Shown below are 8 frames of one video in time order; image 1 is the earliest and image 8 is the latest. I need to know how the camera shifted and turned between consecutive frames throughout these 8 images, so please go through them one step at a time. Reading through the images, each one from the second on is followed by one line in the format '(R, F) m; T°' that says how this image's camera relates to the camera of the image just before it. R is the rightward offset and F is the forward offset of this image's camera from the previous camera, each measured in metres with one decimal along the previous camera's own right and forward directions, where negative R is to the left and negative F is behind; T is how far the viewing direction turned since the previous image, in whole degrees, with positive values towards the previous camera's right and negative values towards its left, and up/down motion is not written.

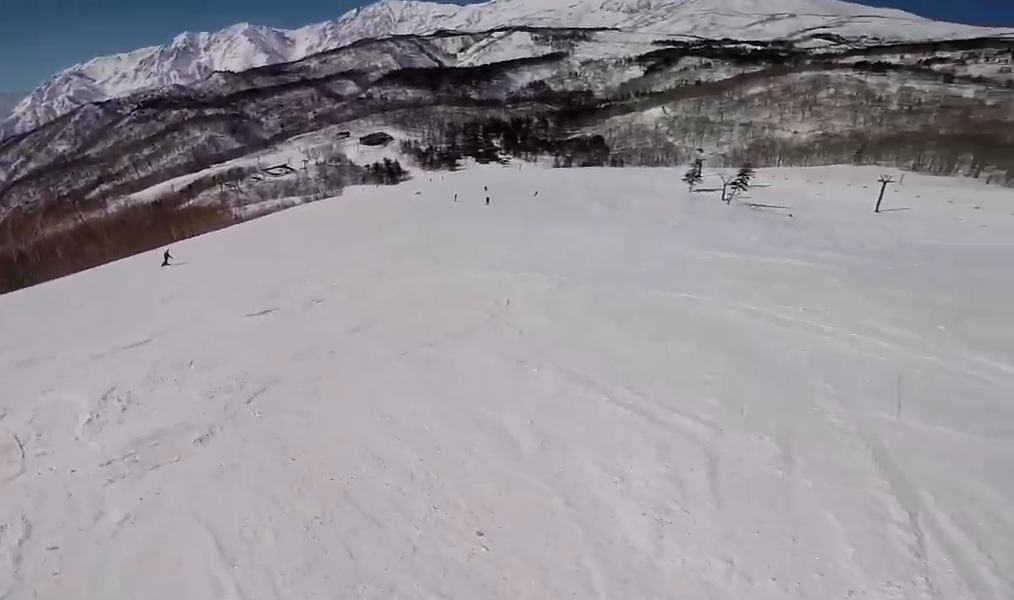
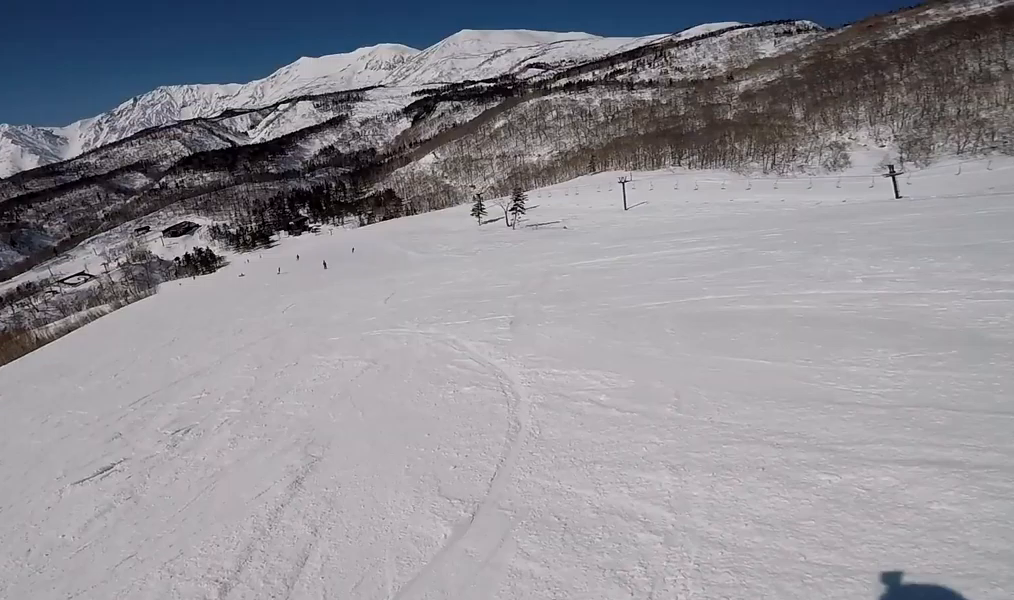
(+0.8, +3.4) m; +20°
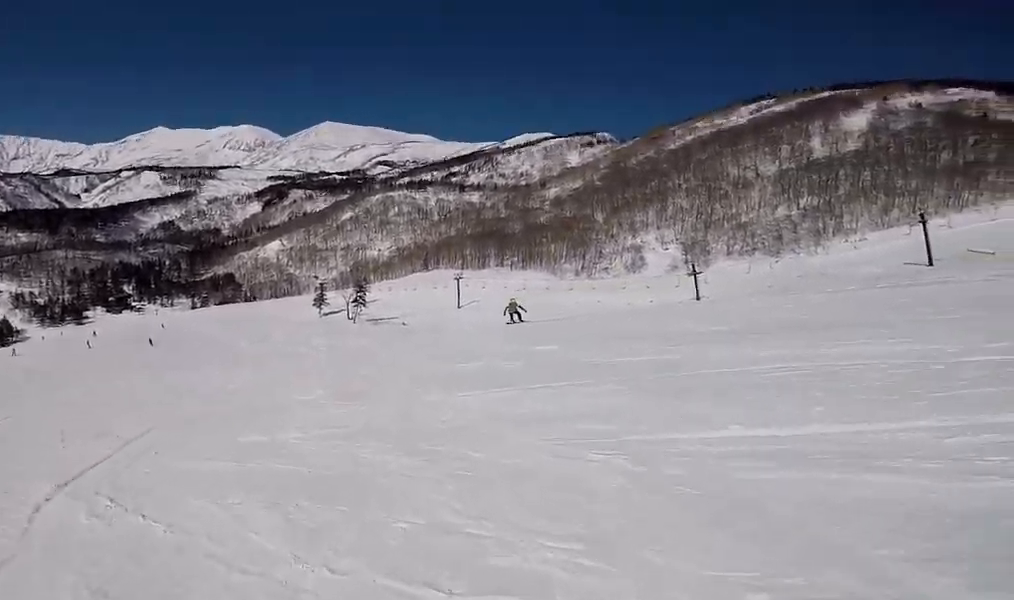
(+4.5, +9.8) m; +46°
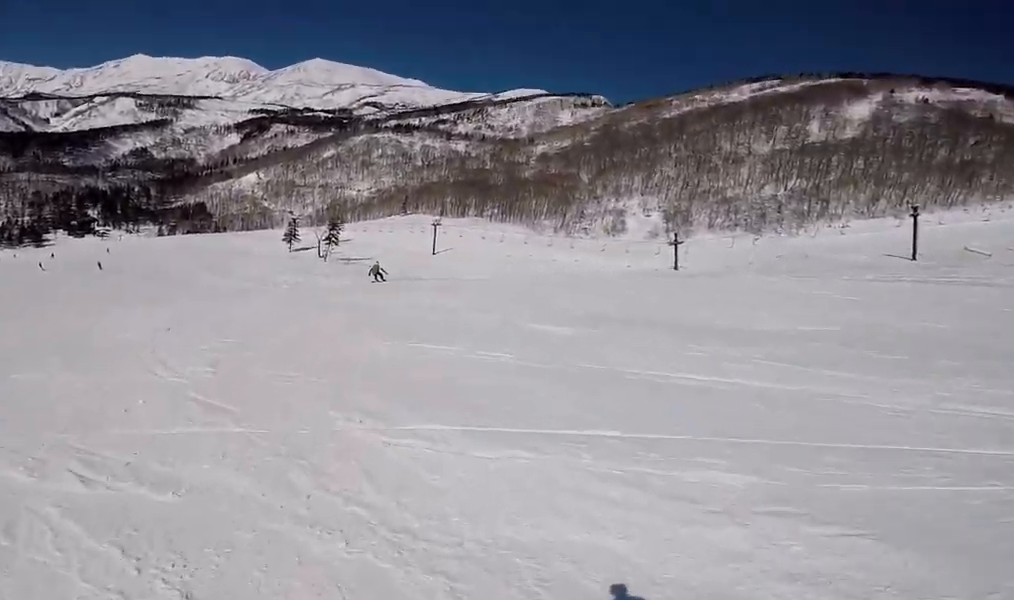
(+1.1, +3.7) m; -3°
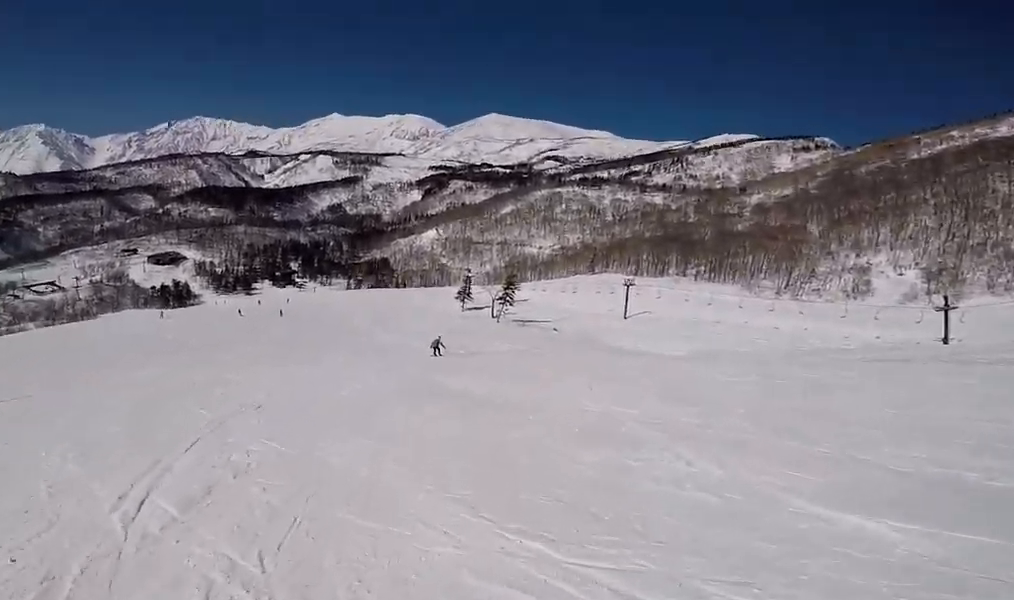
(-1.1, +4.0) m; -20°
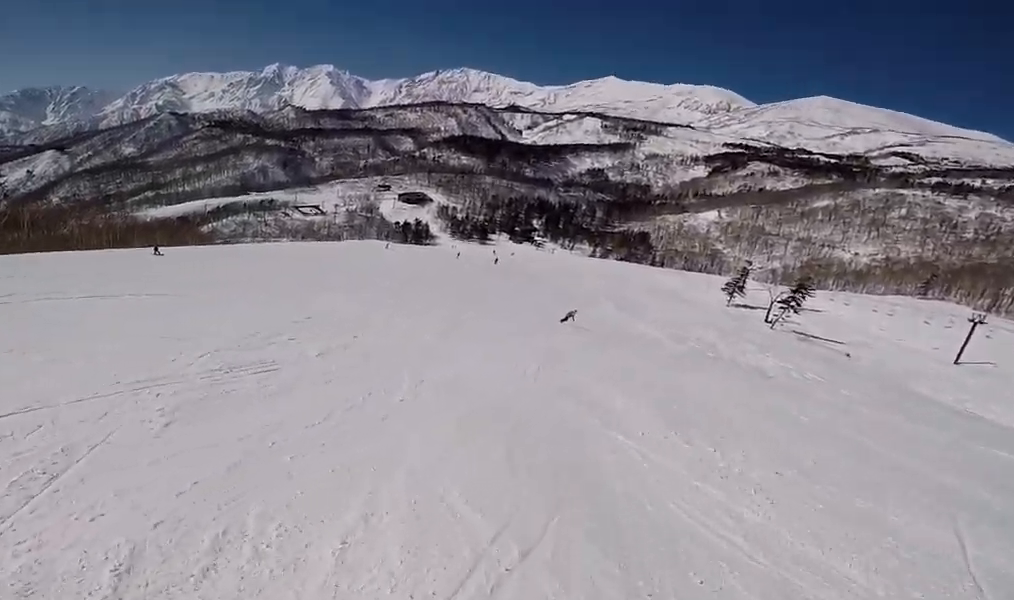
(-1.5, +5.6) m; -34°
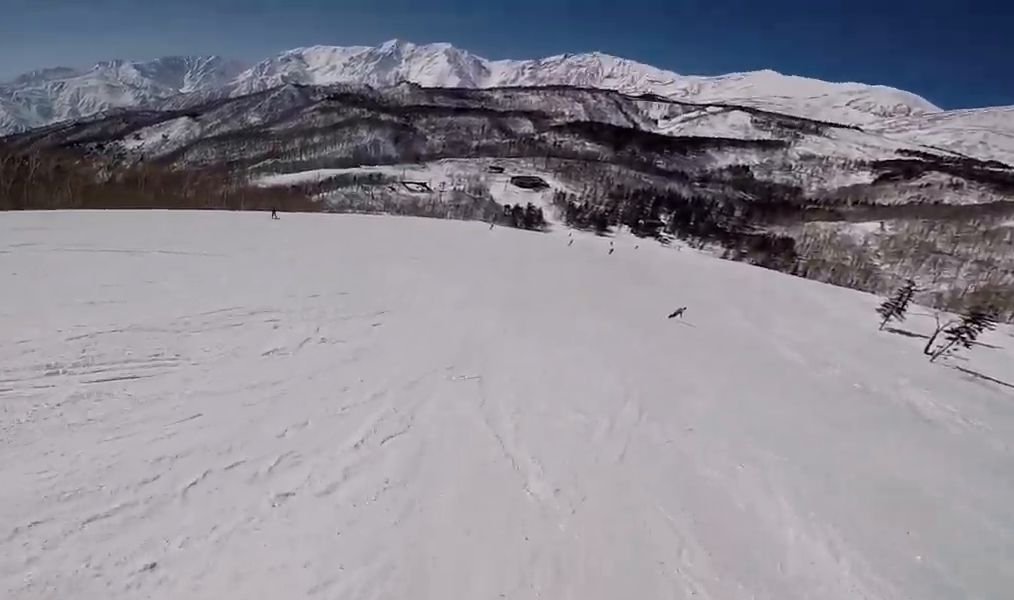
(0.0, +3.6) m; -21°
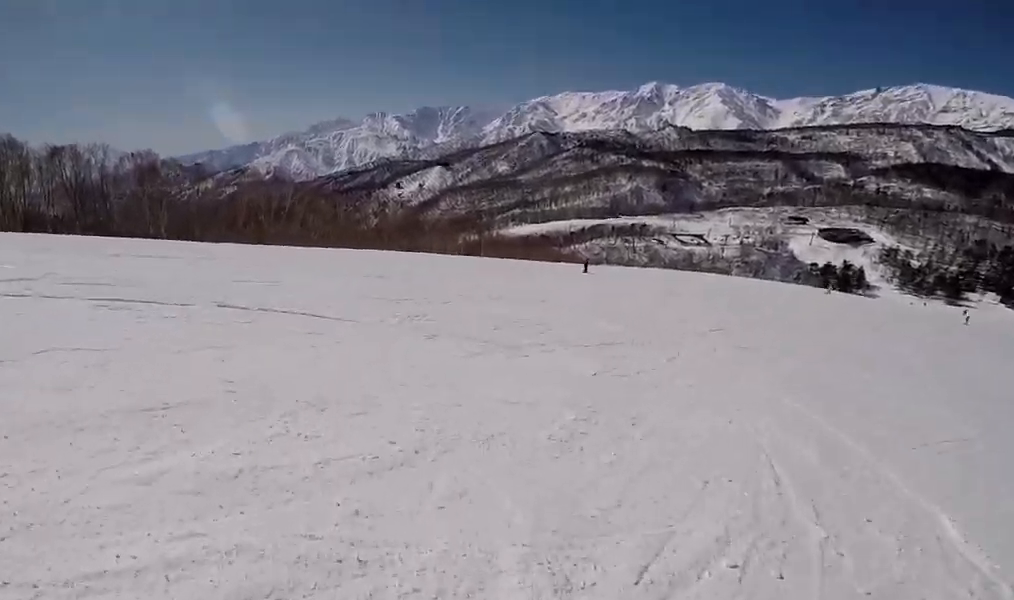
(-4.2, +9.6) m; -24°
